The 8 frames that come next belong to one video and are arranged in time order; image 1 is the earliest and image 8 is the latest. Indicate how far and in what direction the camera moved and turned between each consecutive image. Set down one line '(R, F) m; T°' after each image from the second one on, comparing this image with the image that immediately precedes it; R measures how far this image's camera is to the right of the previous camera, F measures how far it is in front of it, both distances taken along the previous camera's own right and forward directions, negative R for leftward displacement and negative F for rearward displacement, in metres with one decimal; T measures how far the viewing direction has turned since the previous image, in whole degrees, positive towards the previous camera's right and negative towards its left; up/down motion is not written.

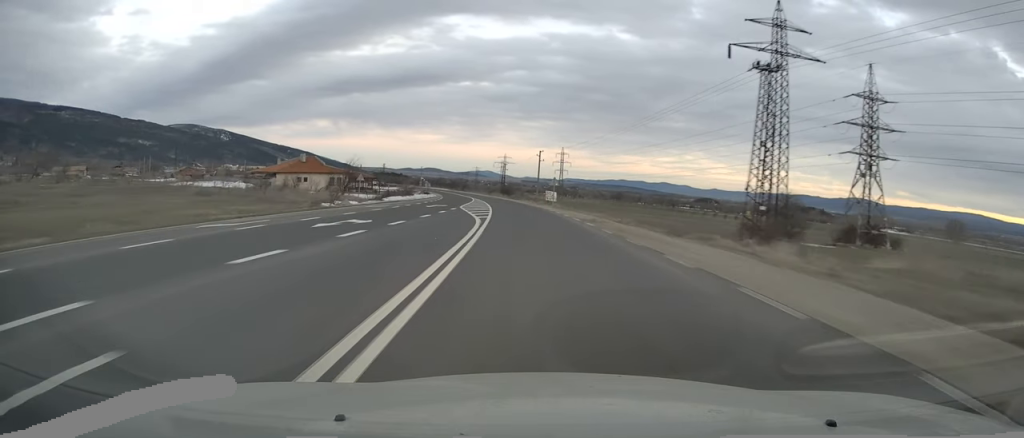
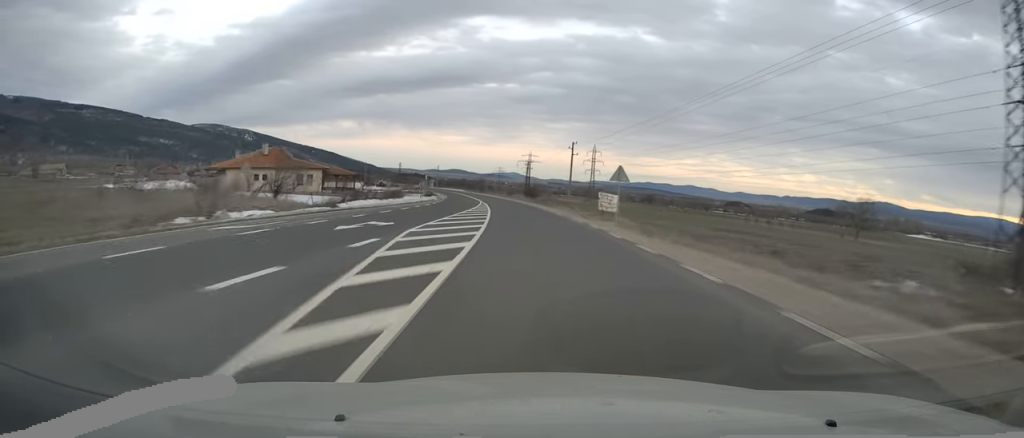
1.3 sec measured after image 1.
(-0.6, +25.5) m; -2°
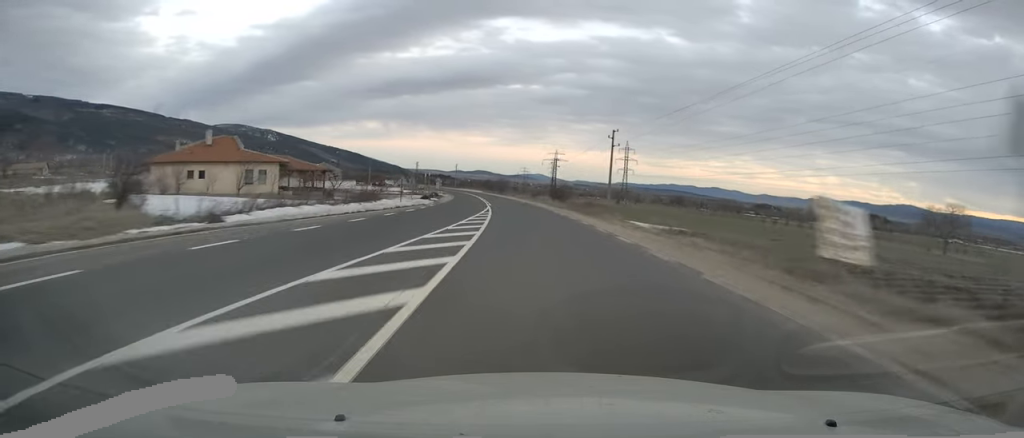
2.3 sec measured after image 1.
(0.0, +21.4) m; -2°
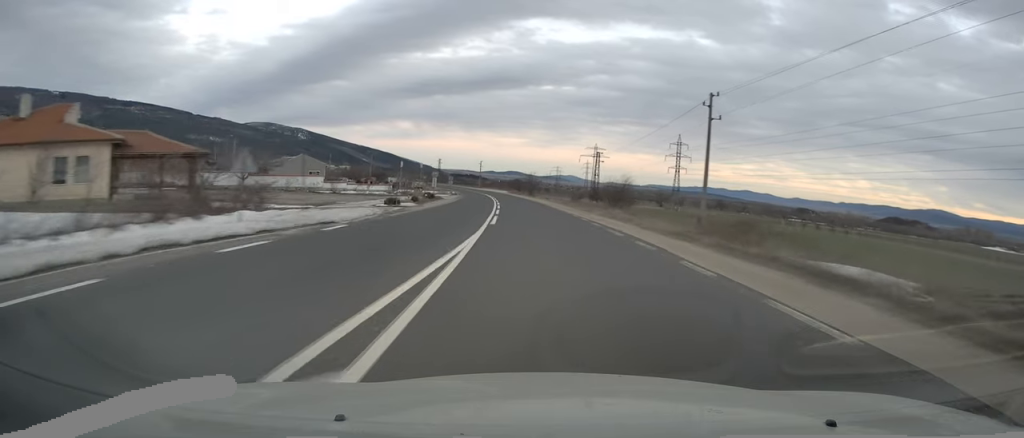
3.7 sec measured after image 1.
(-1.2, +30.1) m; -3°
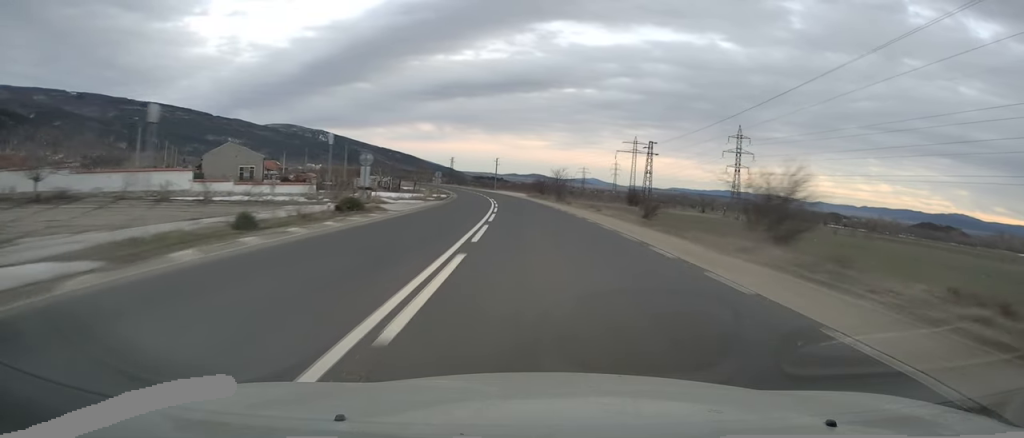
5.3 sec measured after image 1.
(-0.5, +33.5) m; -2°
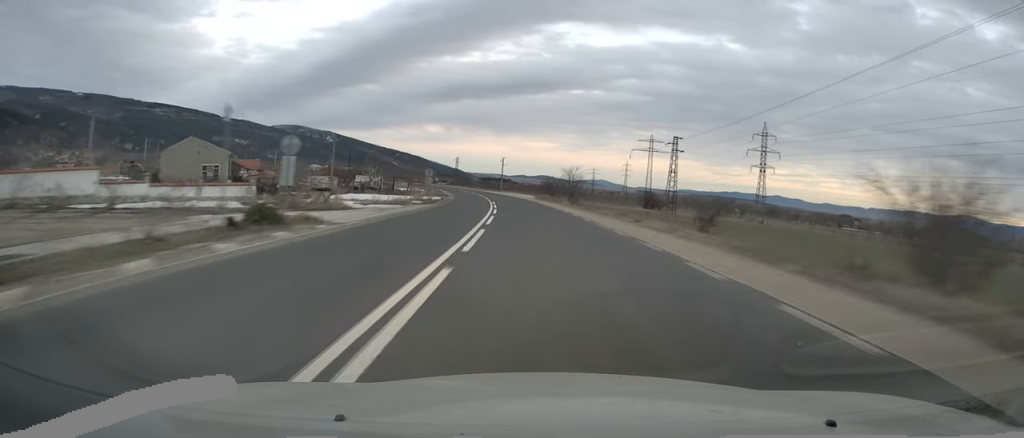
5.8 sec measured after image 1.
(-0.1, +10.9) m; -1°
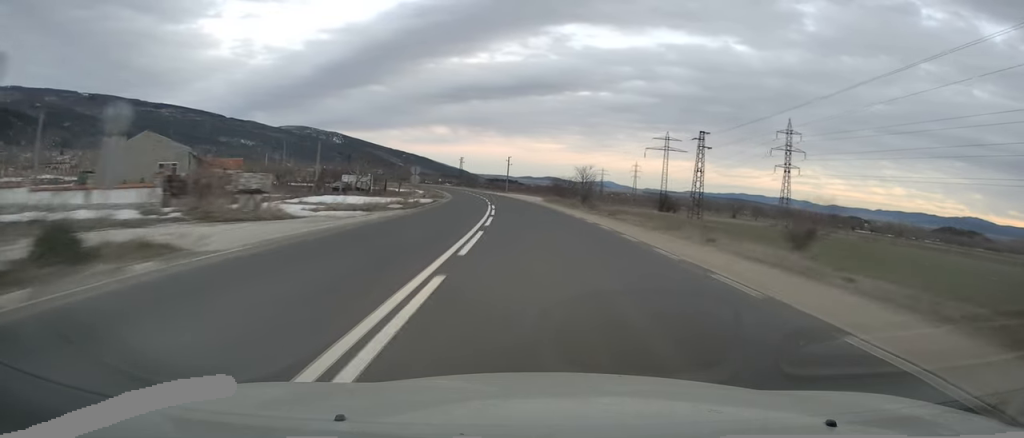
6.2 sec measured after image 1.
(+0.1, +9.4) m; -1°
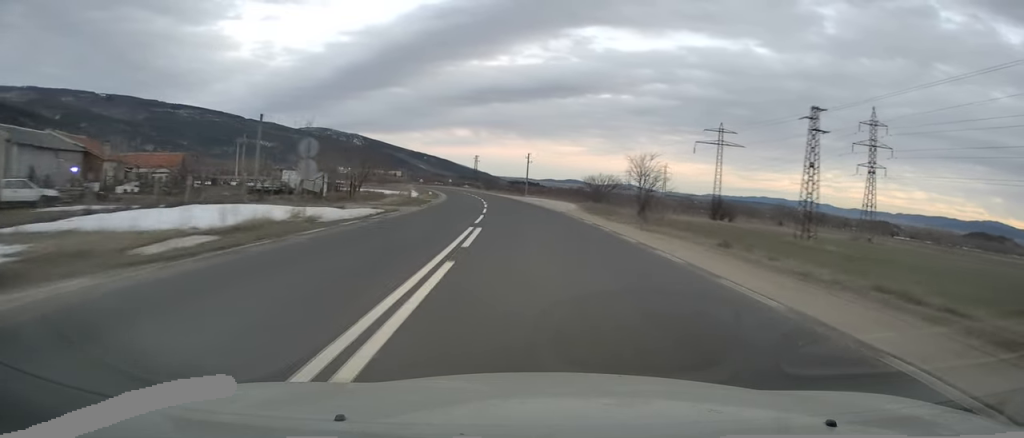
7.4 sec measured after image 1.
(-0.5, +24.8) m; -2°
